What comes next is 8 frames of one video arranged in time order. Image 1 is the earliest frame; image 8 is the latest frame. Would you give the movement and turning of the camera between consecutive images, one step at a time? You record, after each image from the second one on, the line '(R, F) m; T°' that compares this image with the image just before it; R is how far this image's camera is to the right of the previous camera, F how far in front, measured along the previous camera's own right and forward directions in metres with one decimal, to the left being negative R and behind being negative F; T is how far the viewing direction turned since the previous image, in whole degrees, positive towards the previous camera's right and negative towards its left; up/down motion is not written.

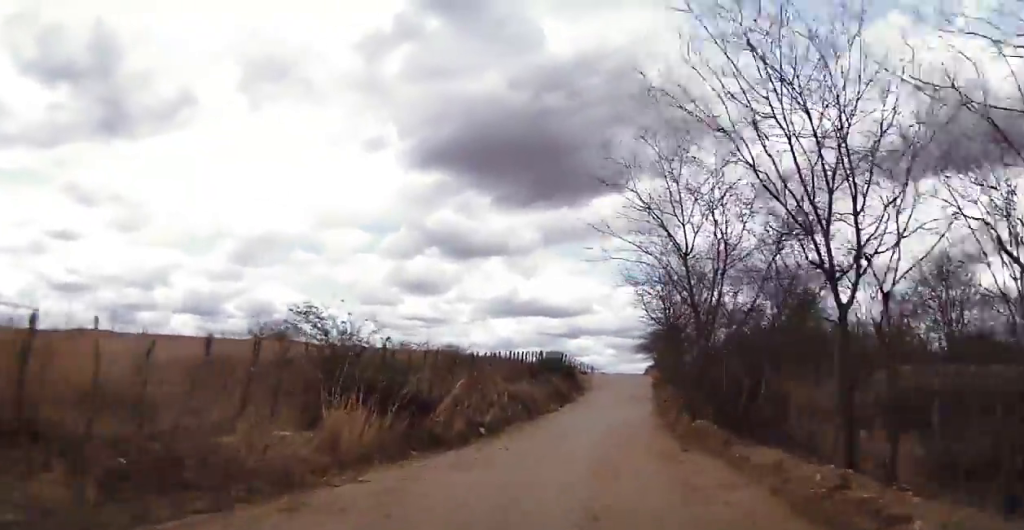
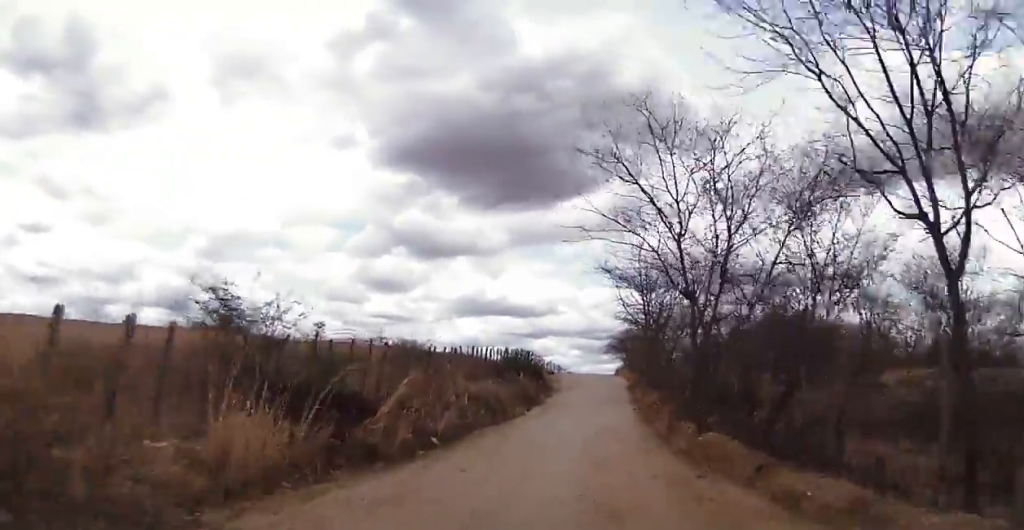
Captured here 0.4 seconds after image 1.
(-0.1, +3.0) m; +4°
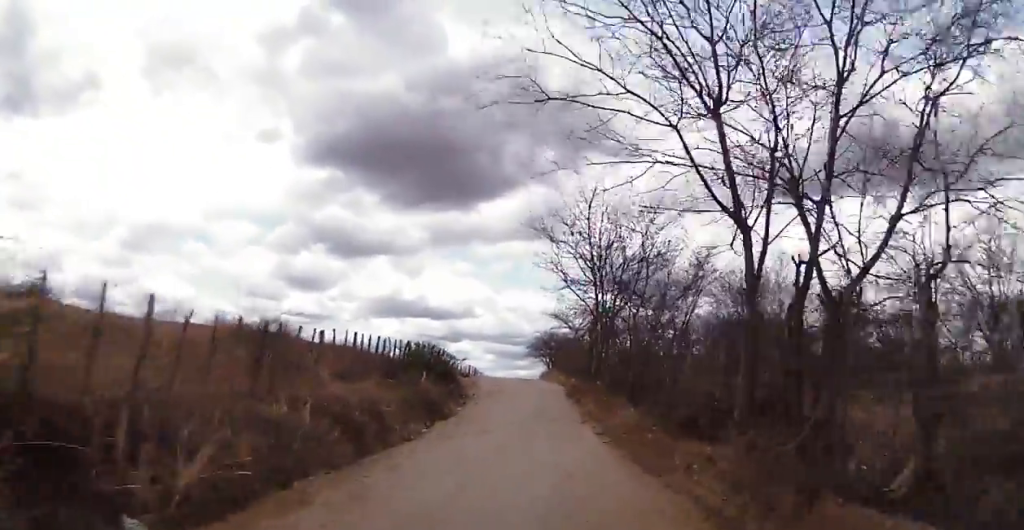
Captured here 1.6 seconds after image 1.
(+1.0, +8.7) m; +10°
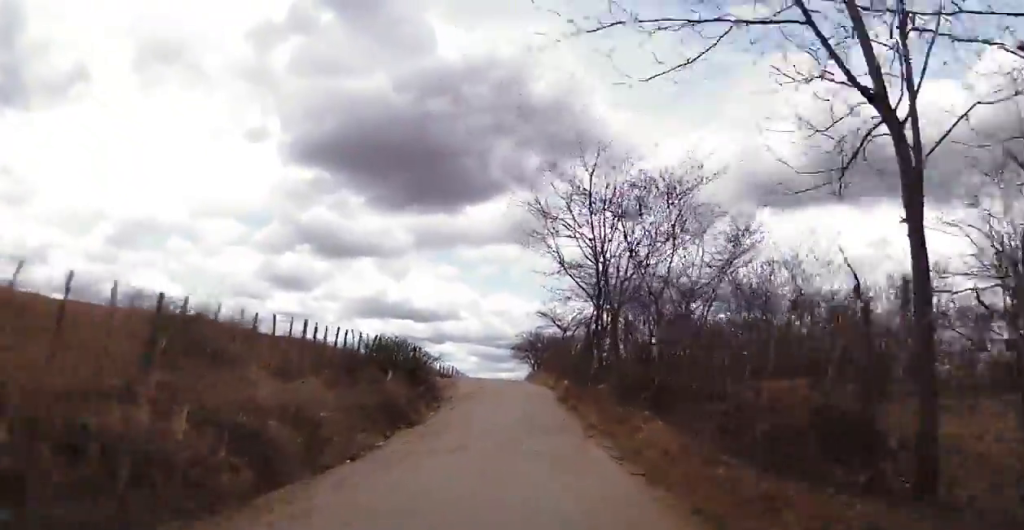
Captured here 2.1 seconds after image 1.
(+0.1, +4.0) m; +2°
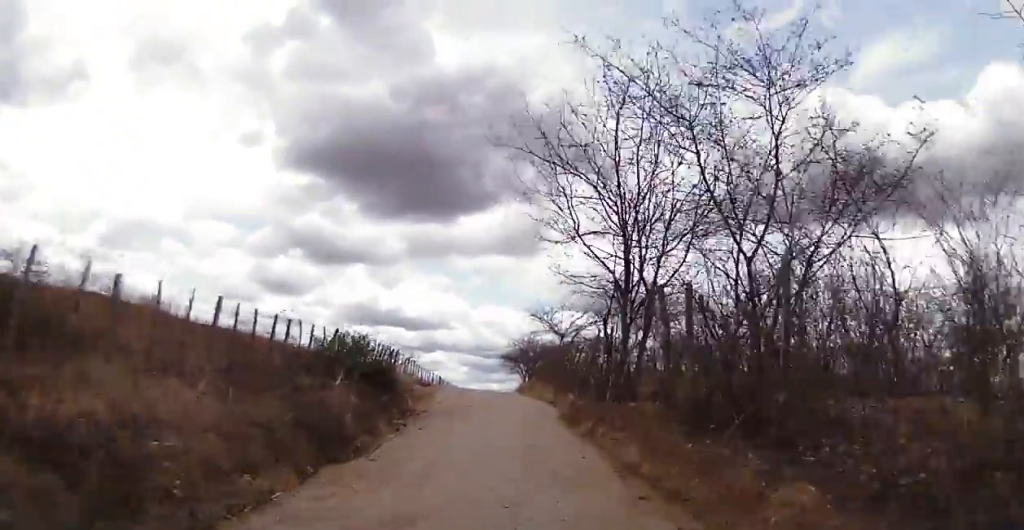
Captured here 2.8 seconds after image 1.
(-0.1, +5.6) m; +1°
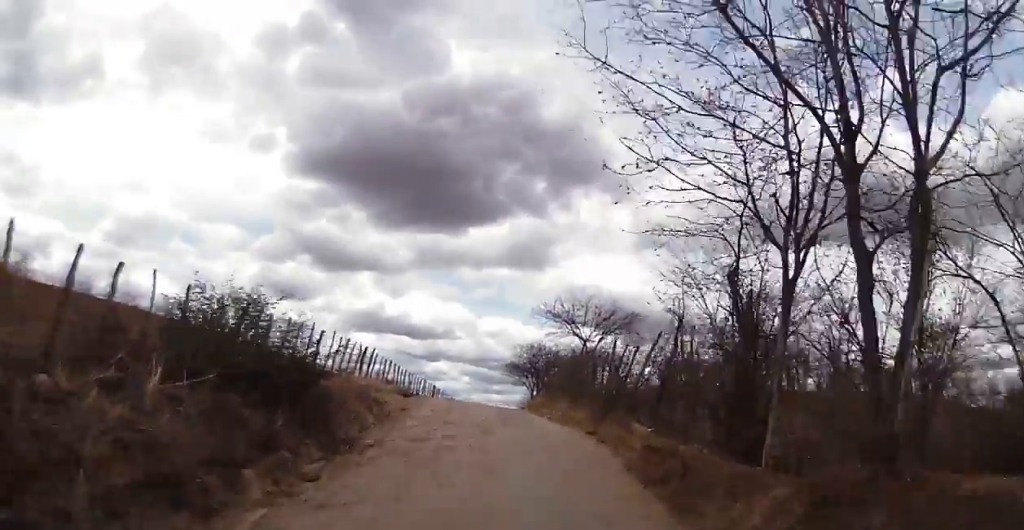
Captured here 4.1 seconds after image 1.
(+0.5, +9.5) m; +5°
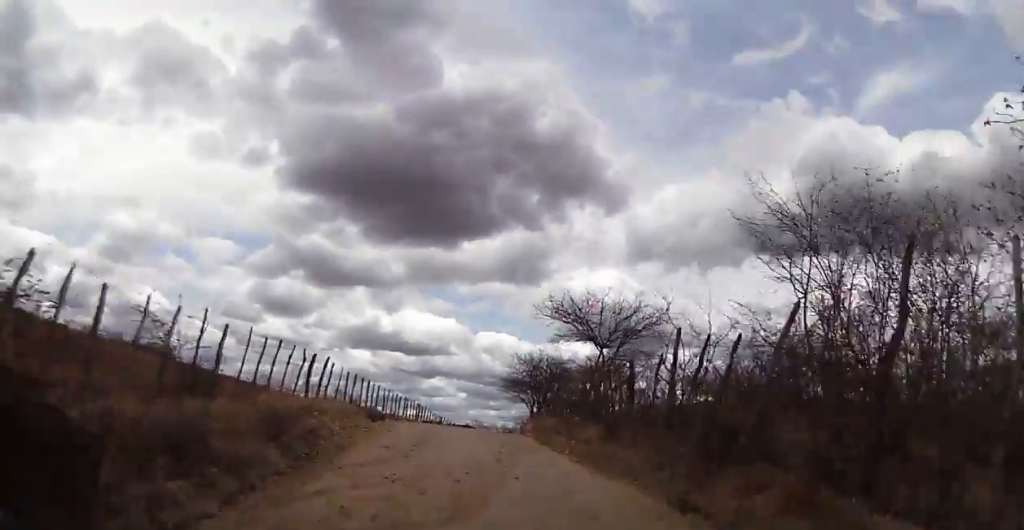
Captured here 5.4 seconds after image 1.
(0.0, +9.0) m; -1°
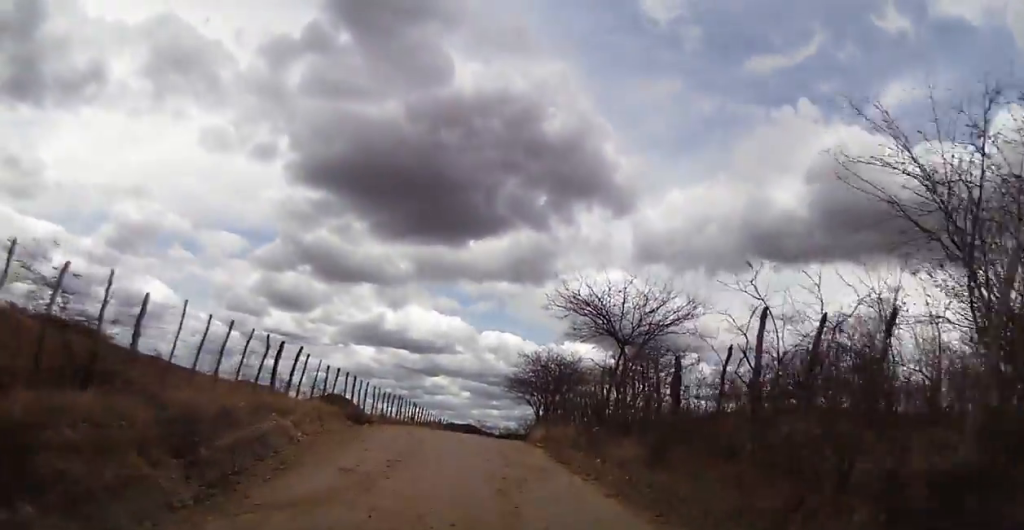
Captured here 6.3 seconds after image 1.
(0.0, +5.0) m; -1°
